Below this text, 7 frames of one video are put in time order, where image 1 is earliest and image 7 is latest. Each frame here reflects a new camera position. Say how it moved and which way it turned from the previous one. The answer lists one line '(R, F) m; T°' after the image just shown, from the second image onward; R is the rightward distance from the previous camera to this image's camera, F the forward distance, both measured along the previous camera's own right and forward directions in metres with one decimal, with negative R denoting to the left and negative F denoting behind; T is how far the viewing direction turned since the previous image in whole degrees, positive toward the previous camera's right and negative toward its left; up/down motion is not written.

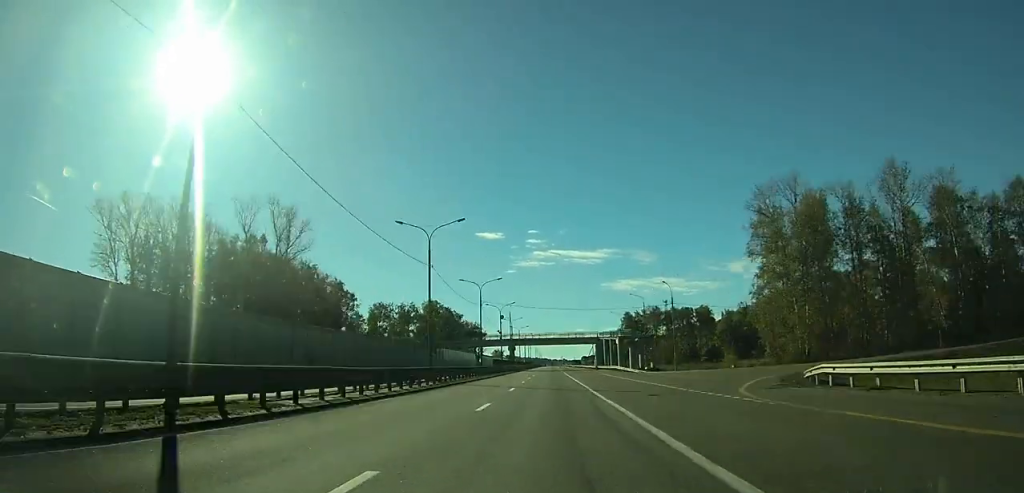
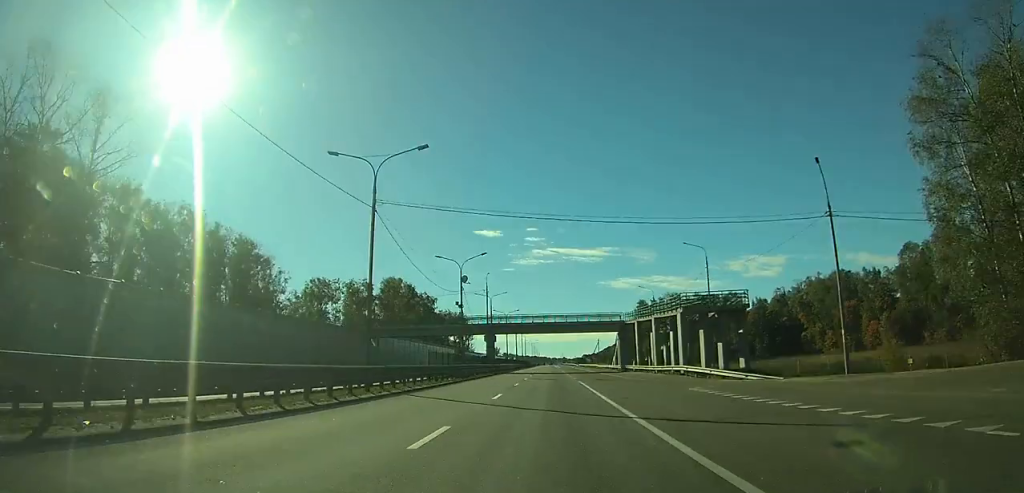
(+0.1, +43.2) m; 0°
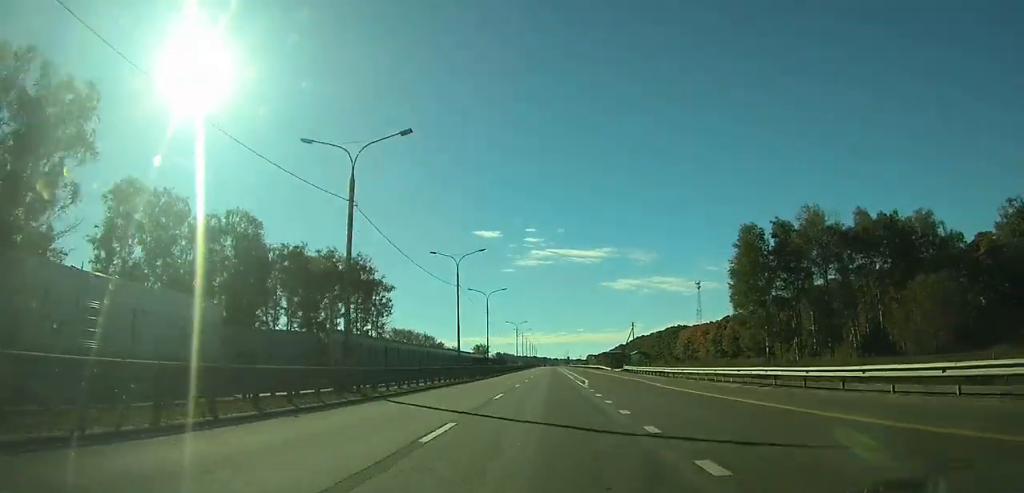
(+0.5, +119.0) m; 0°
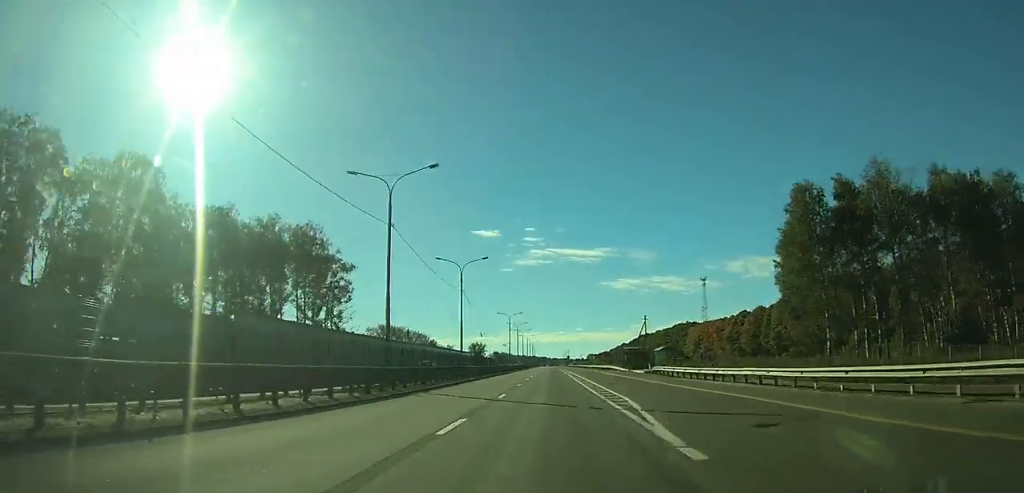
(0.0, +22.9) m; 0°
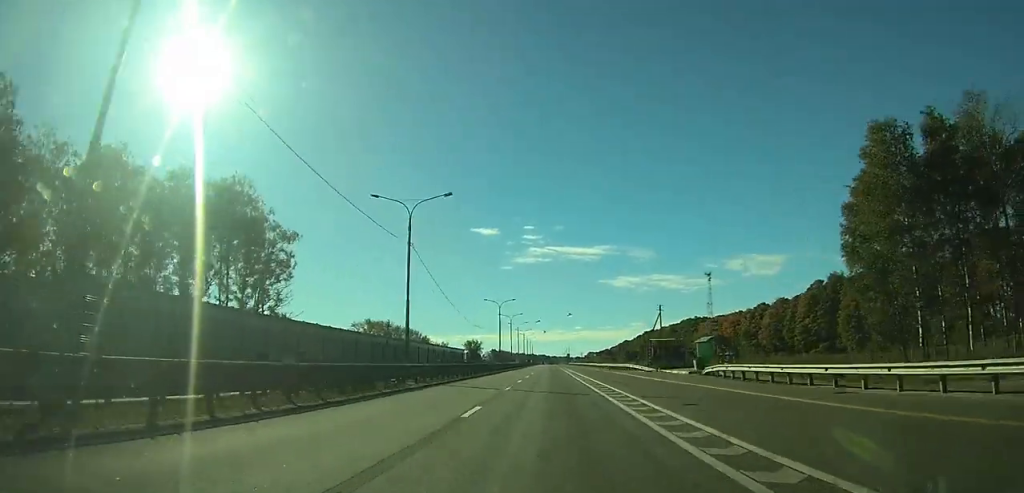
(0.0, +21.2) m; 0°
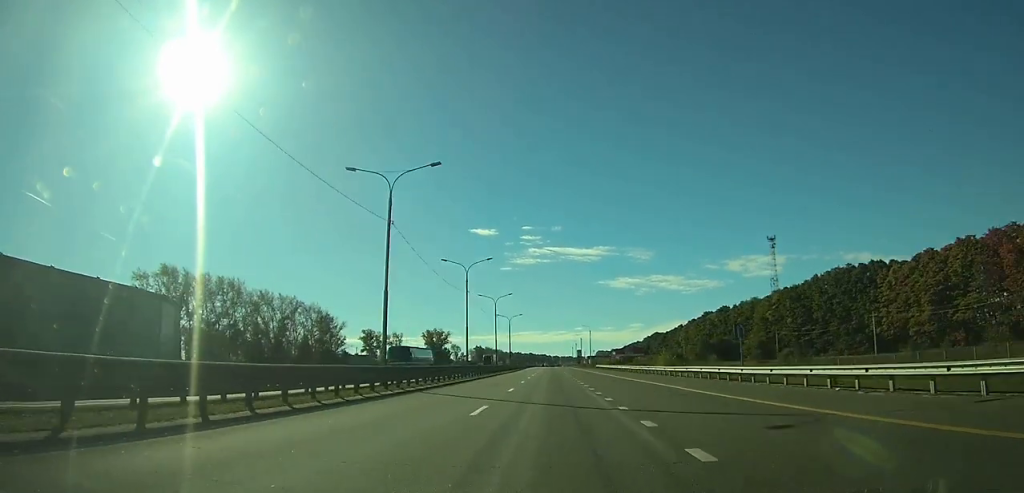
(-0.7, +154.1) m; 0°
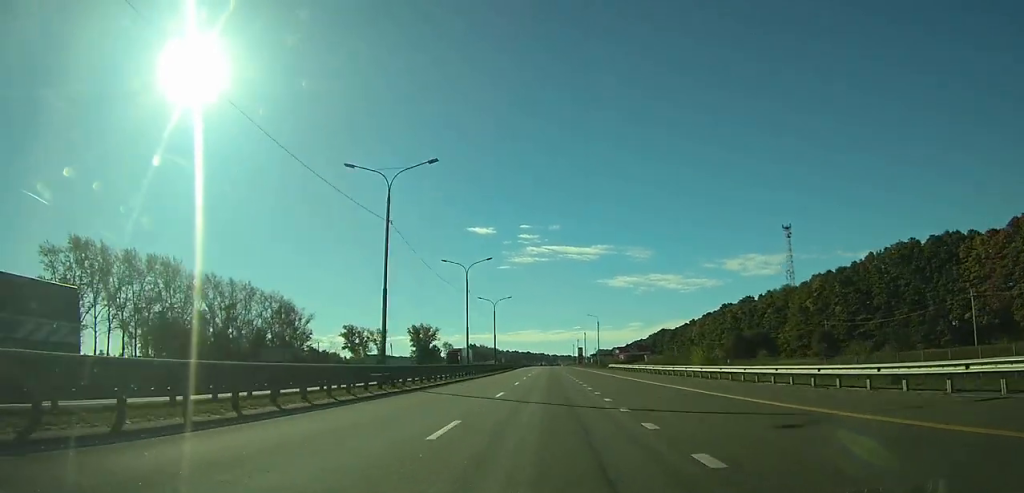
(0.0, +28.5) m; 0°
